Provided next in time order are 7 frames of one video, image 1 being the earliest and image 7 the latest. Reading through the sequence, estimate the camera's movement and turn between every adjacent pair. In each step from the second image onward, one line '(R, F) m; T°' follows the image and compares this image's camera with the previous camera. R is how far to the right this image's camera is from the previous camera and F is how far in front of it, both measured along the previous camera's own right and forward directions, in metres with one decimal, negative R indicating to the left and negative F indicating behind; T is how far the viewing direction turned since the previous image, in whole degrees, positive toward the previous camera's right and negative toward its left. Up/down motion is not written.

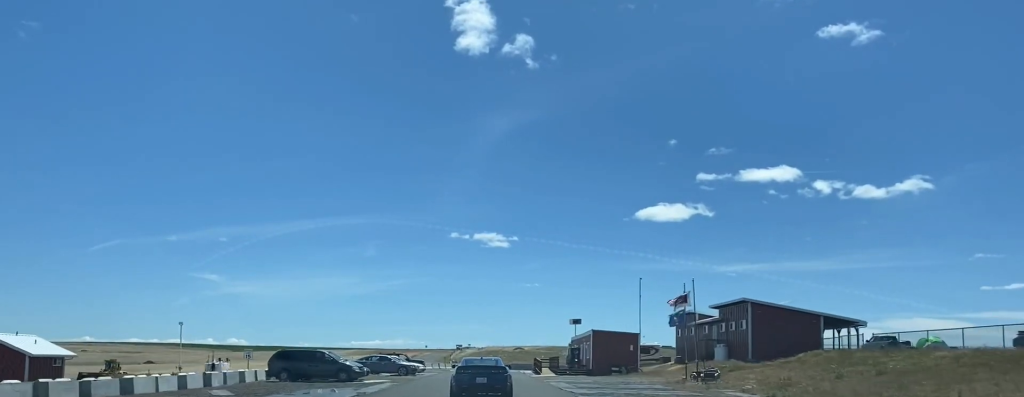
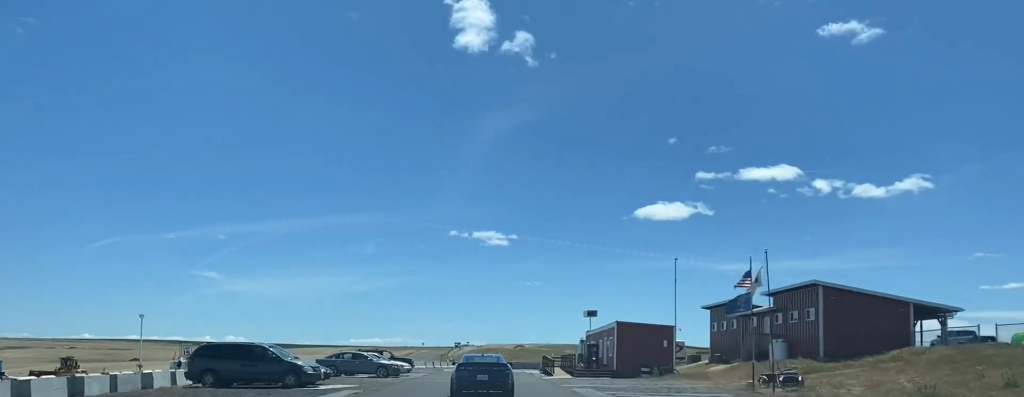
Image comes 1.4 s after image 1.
(0.0, +11.8) m; 0°
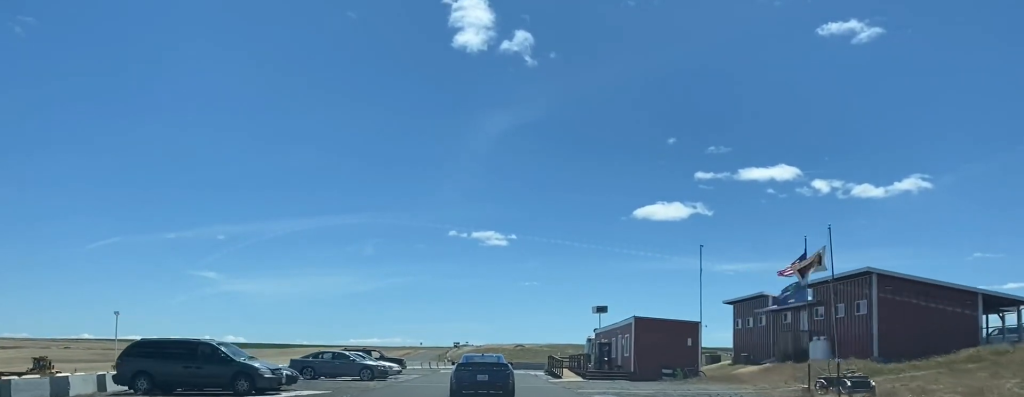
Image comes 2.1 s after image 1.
(0.0, +6.4) m; 0°
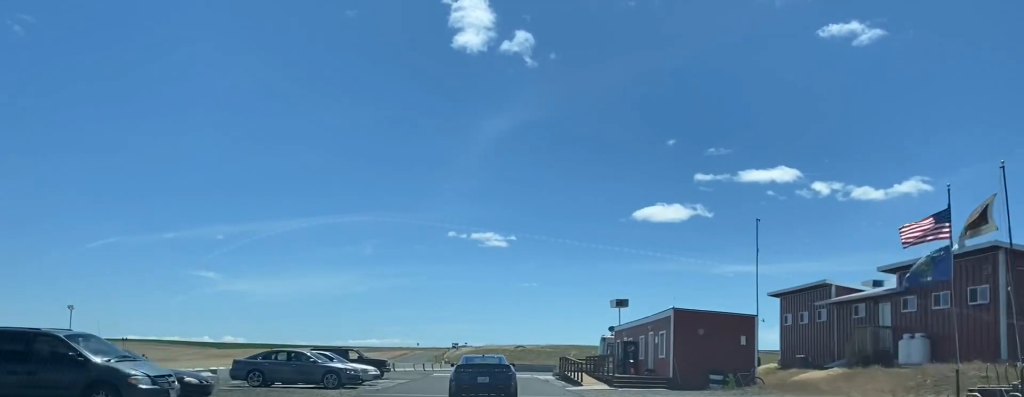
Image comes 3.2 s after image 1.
(0.0, +8.8) m; 0°
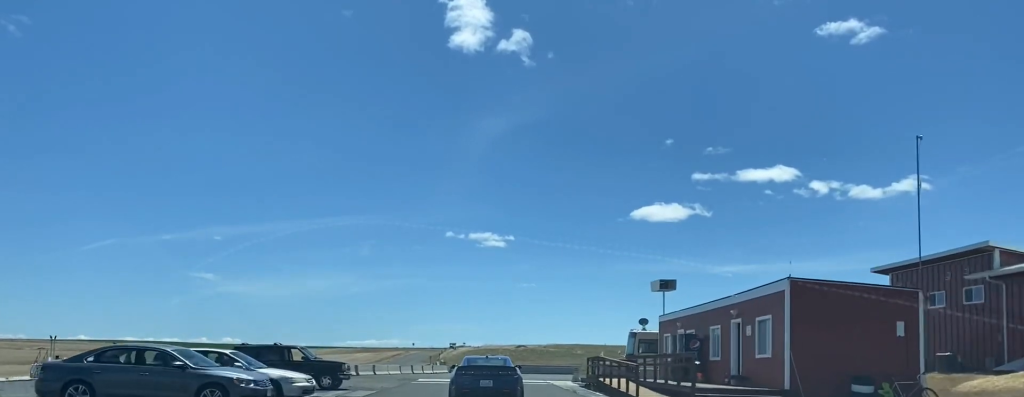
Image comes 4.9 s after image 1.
(0.0, +13.4) m; 0°
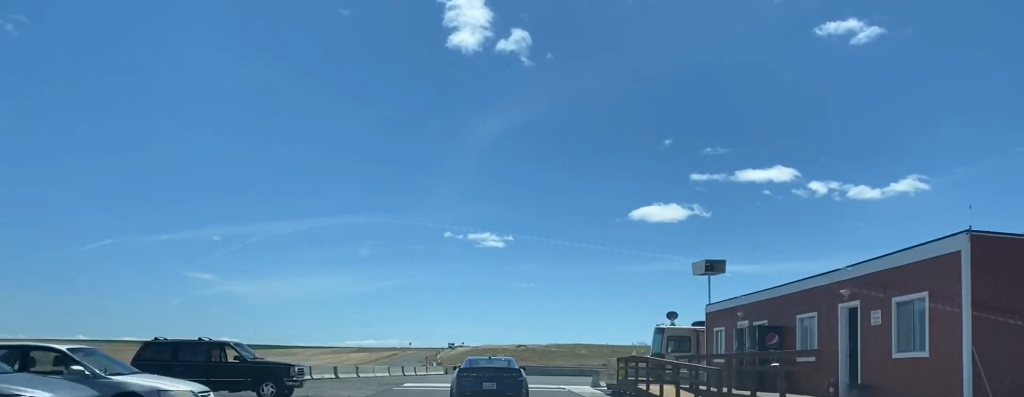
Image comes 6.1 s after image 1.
(0.0, +8.7) m; 0°
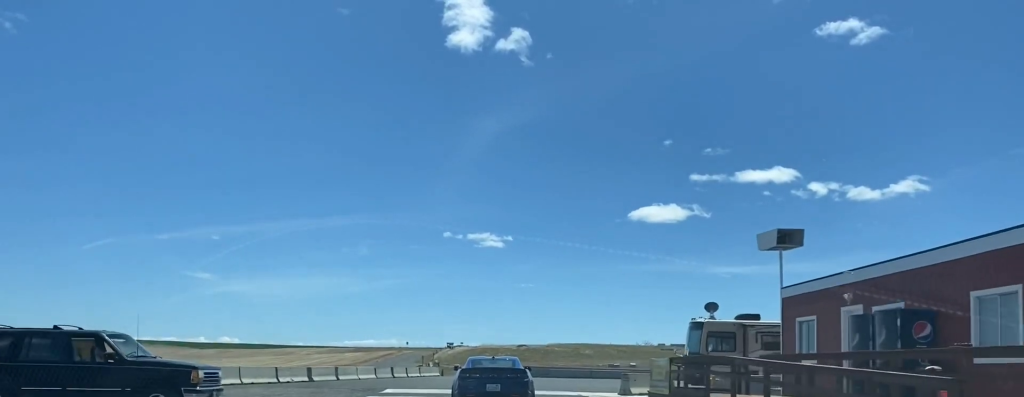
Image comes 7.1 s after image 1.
(0.0, +7.4) m; 0°
